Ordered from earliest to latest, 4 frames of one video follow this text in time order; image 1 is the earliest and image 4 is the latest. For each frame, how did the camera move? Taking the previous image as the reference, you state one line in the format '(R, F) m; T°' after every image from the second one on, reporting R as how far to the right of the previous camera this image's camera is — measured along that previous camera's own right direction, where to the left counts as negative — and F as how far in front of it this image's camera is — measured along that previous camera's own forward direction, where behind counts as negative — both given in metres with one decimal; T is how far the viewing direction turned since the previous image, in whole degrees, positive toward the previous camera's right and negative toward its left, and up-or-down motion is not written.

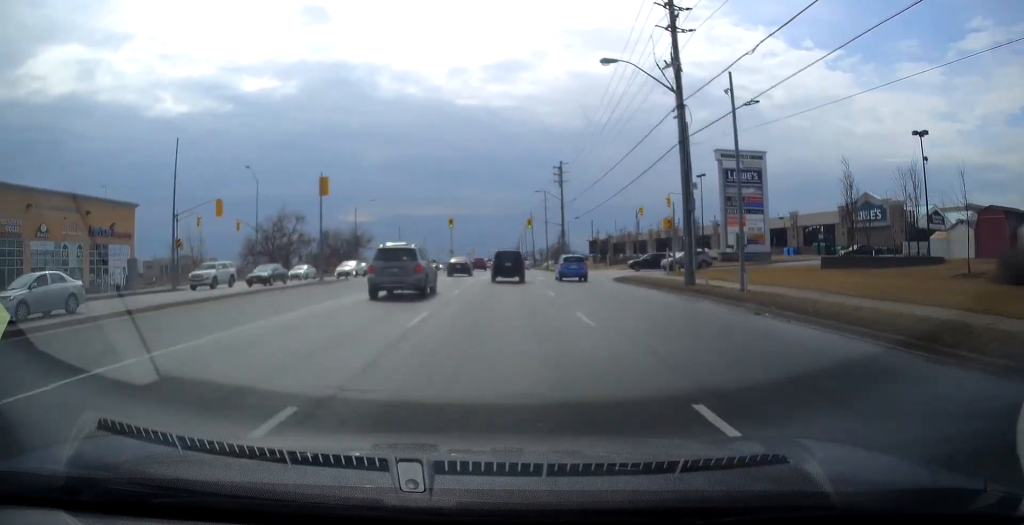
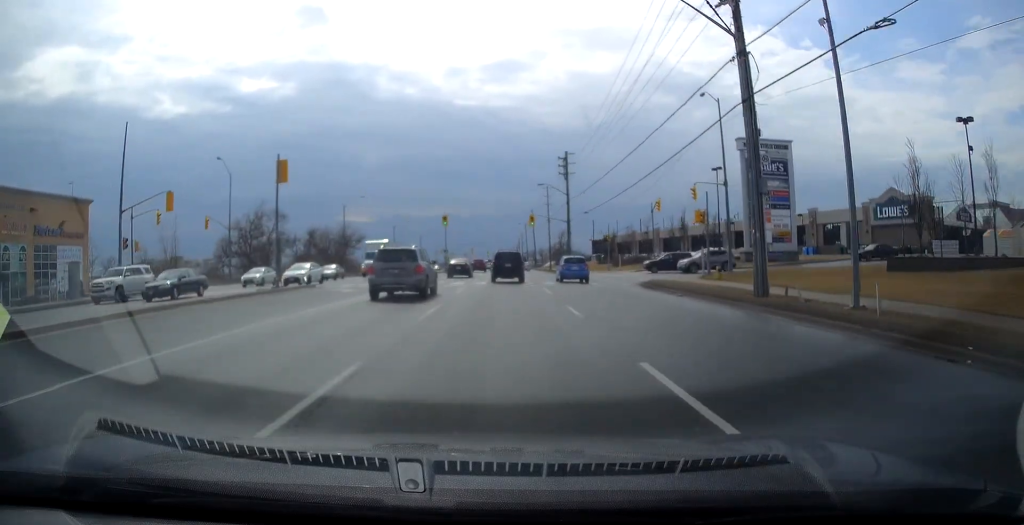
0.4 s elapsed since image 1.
(0.0, +7.1) m; 0°
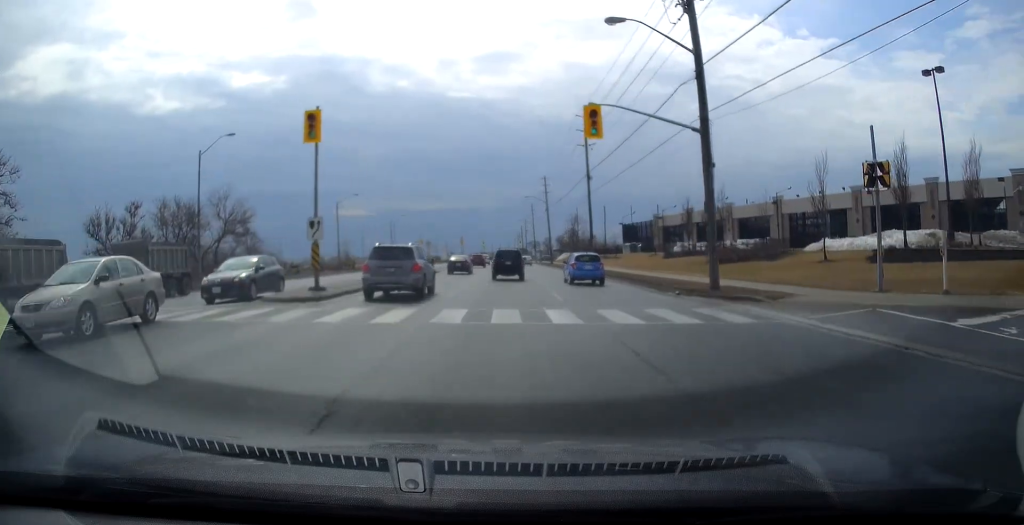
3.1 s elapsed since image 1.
(+0.1, +45.5) m; 0°
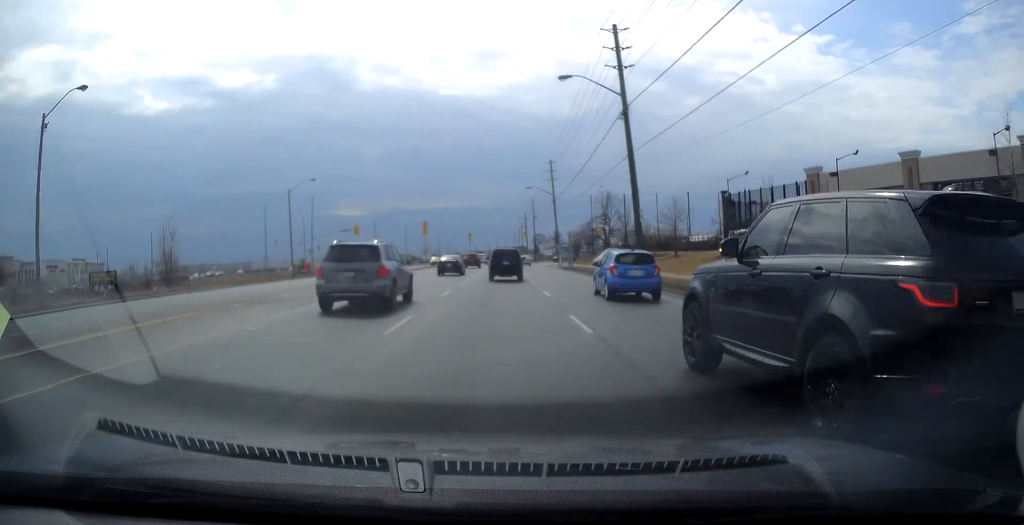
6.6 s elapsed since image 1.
(+0.7, +62.0) m; 0°
